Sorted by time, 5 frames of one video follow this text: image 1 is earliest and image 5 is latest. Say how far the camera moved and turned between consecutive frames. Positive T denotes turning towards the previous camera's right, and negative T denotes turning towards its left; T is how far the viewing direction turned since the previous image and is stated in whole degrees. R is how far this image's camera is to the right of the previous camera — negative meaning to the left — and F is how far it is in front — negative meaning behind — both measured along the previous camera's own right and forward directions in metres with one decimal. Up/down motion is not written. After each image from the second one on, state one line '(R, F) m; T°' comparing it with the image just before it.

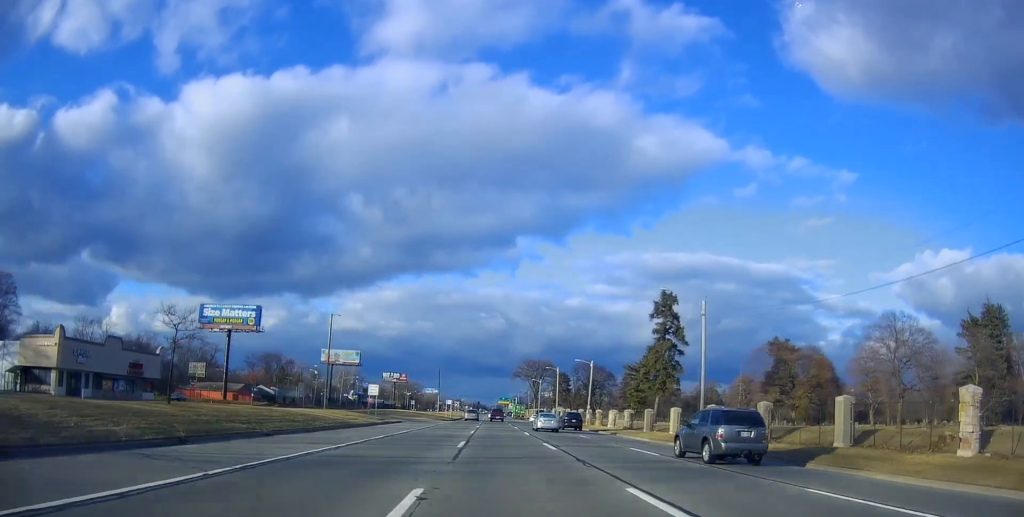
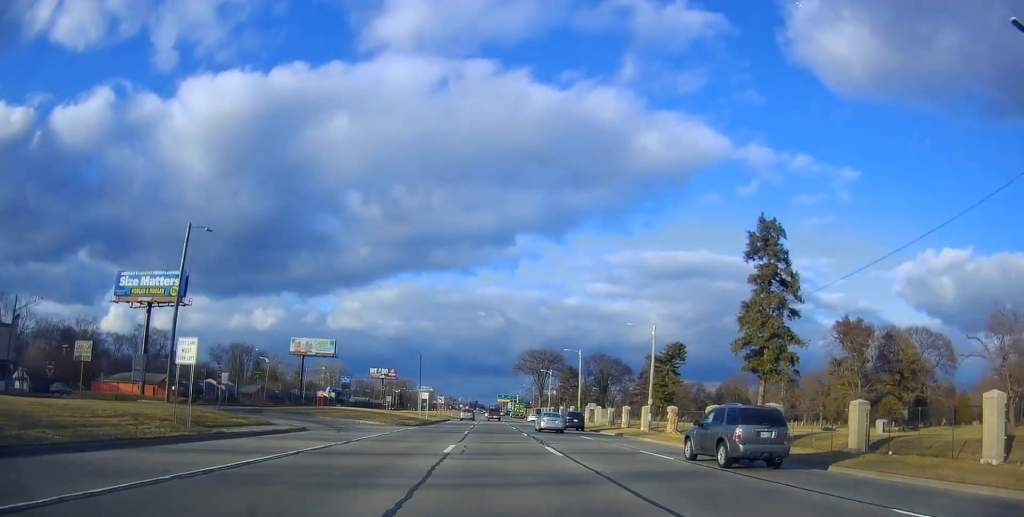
(+0.3, +33.6) m; -1°
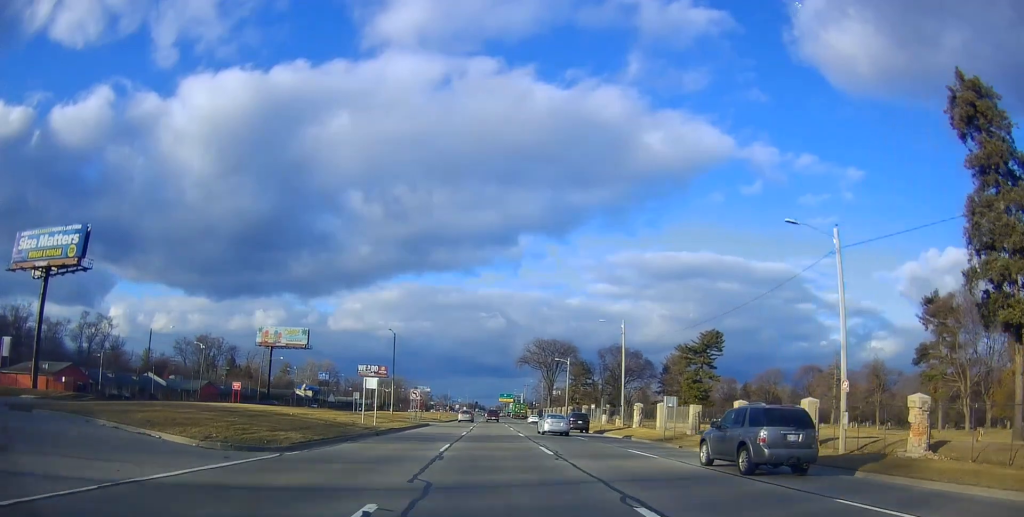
(-0.5, +29.5) m; 0°
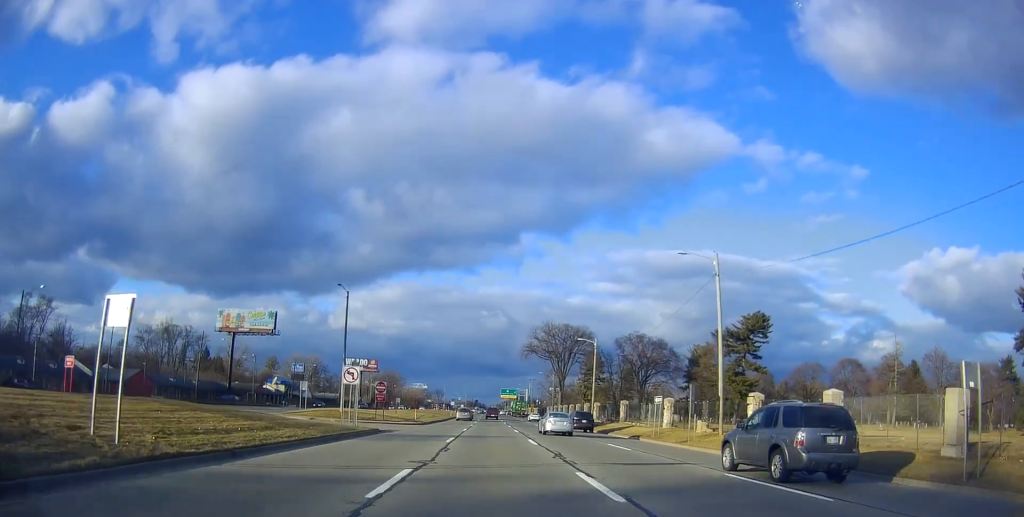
(+0.5, +26.1) m; 0°
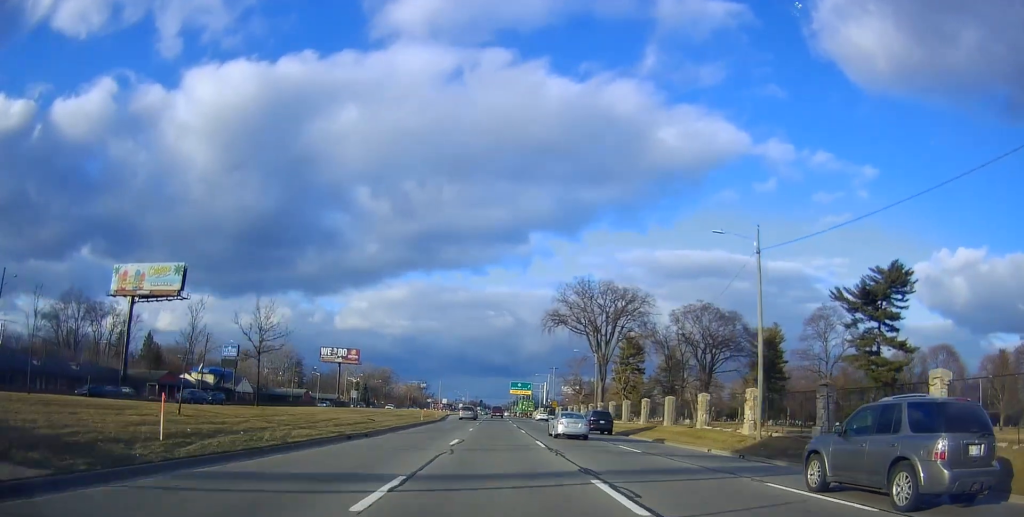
(-0.9, +46.7) m; 0°
